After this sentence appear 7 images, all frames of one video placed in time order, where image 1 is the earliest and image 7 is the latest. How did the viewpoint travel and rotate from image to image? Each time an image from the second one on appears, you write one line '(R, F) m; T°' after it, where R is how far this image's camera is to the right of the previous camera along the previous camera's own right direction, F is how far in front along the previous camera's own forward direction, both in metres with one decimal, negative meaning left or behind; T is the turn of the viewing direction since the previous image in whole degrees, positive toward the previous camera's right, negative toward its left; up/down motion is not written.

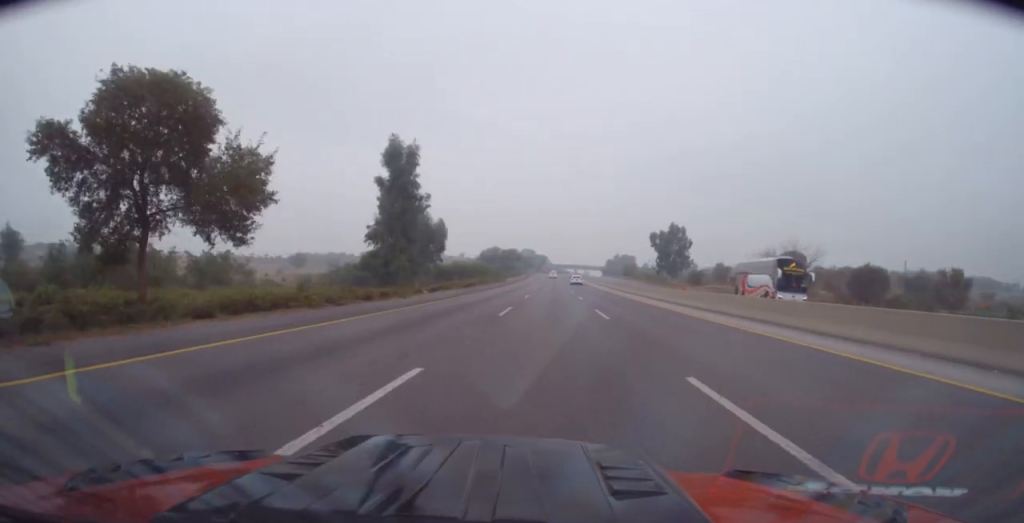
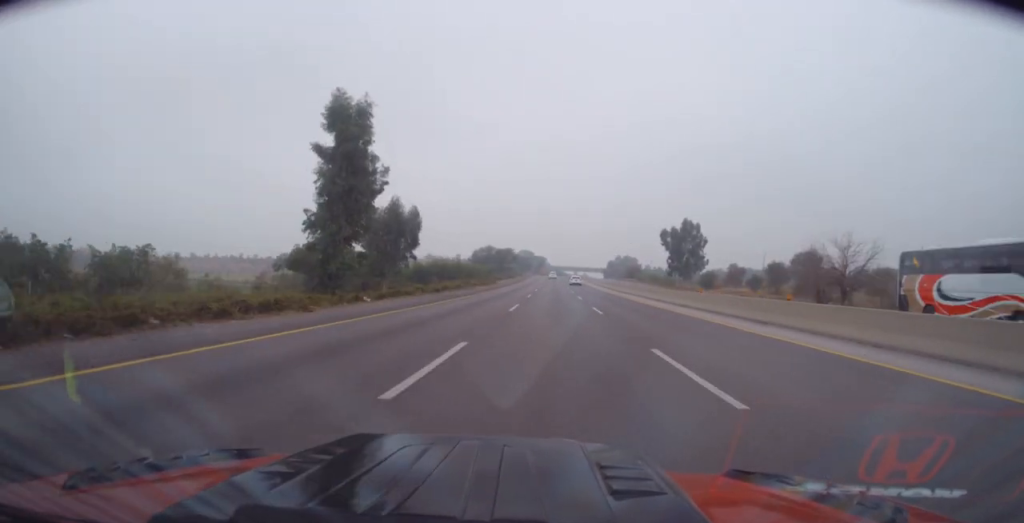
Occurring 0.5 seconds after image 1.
(0.0, +14.3) m; 0°
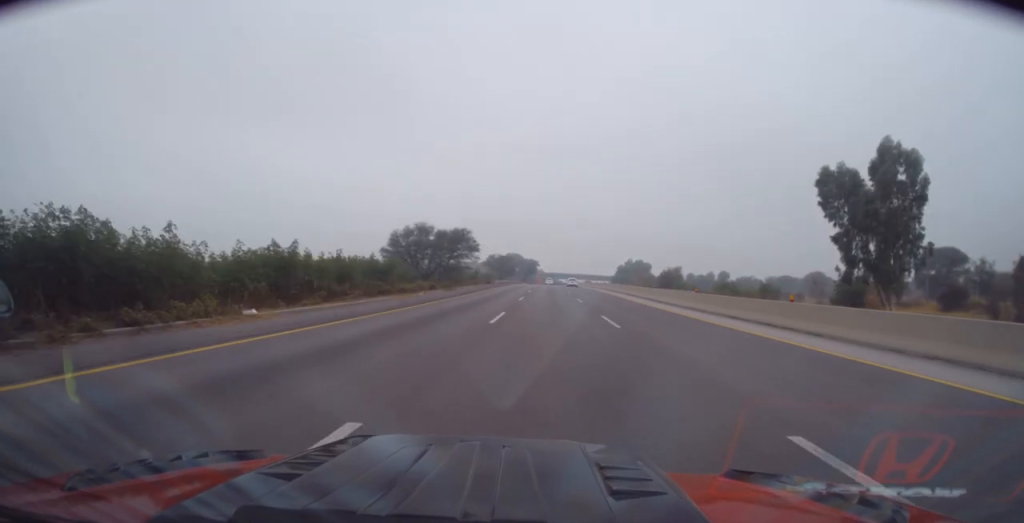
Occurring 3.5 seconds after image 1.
(+0.8, +79.0) m; +1°
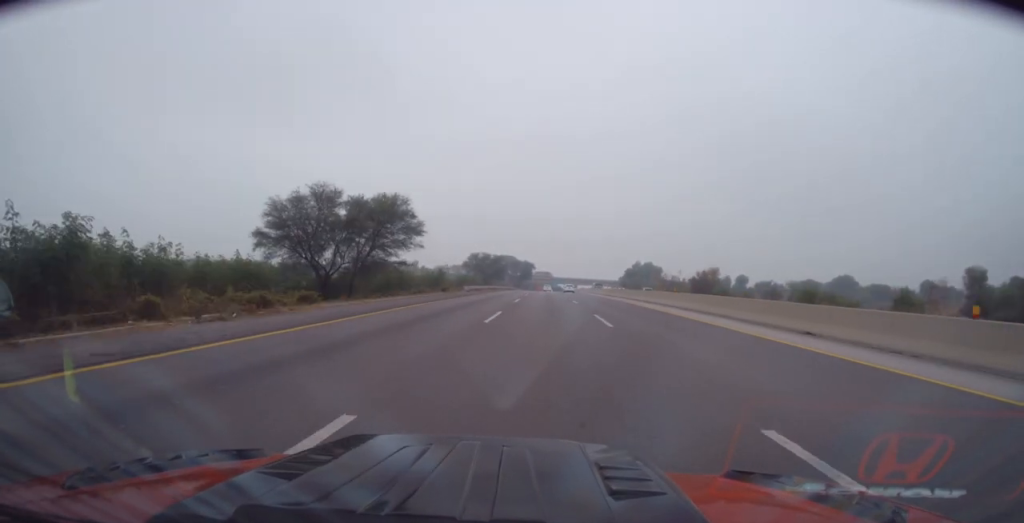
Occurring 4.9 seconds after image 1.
(+0.4, +35.7) m; 0°
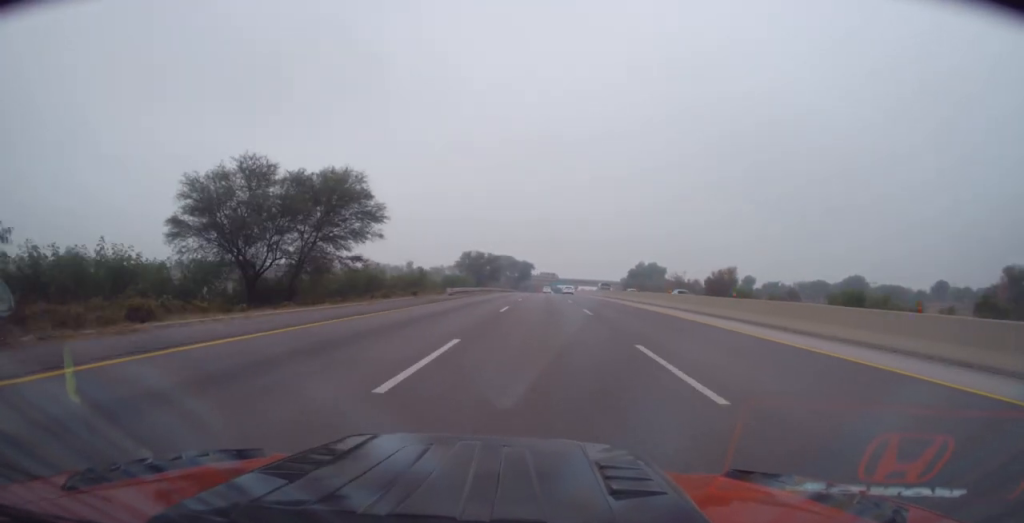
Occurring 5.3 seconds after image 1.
(0.0, +11.1) m; 0°
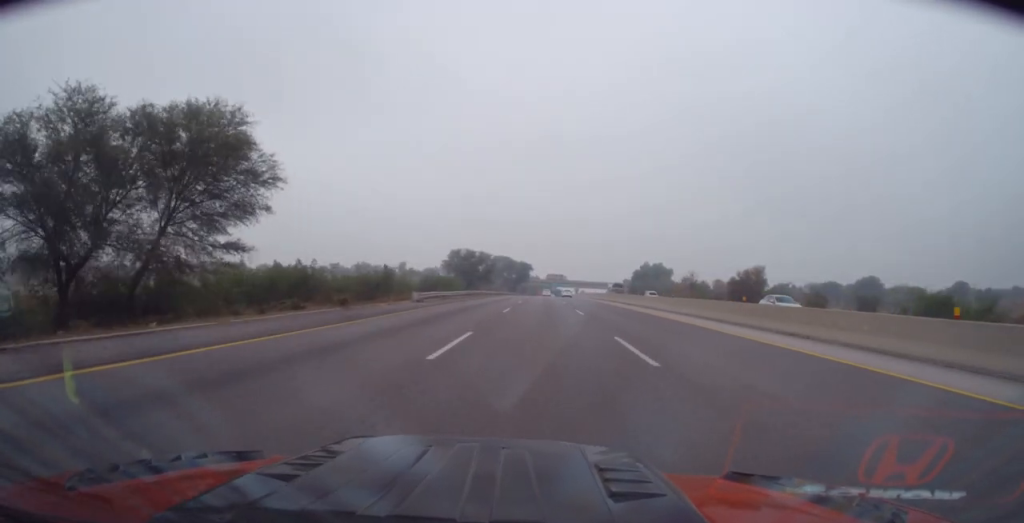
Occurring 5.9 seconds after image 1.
(-0.1, +14.4) m; 0°
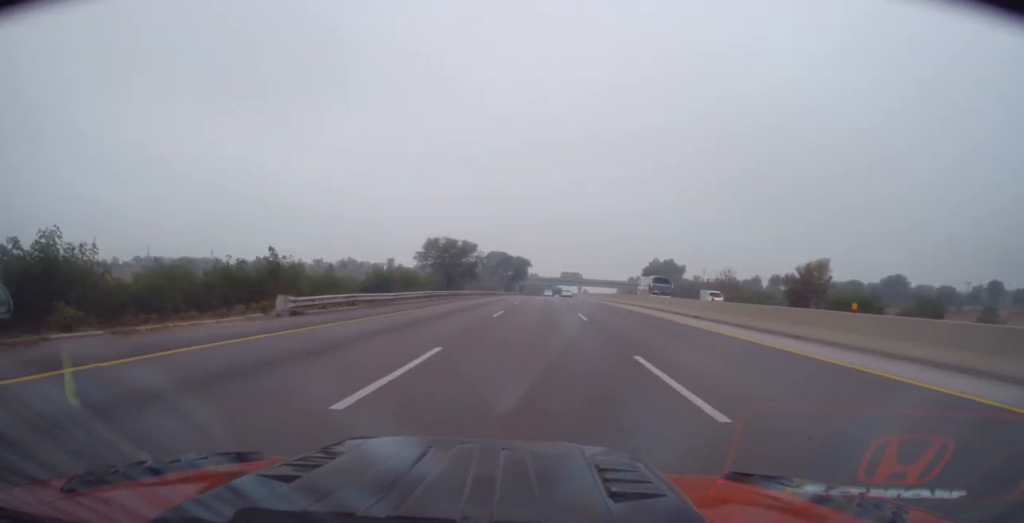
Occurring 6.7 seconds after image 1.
(0.0, +22.0) m; 0°
